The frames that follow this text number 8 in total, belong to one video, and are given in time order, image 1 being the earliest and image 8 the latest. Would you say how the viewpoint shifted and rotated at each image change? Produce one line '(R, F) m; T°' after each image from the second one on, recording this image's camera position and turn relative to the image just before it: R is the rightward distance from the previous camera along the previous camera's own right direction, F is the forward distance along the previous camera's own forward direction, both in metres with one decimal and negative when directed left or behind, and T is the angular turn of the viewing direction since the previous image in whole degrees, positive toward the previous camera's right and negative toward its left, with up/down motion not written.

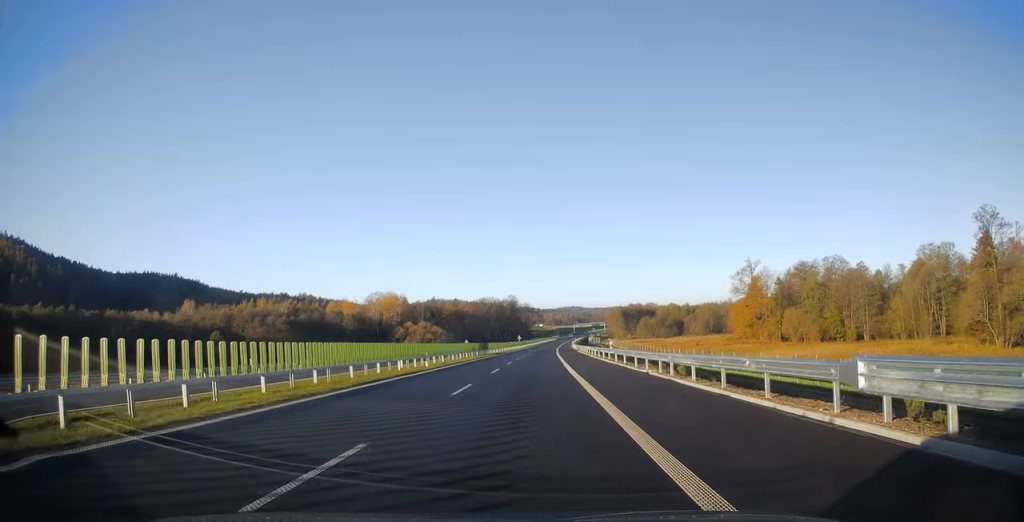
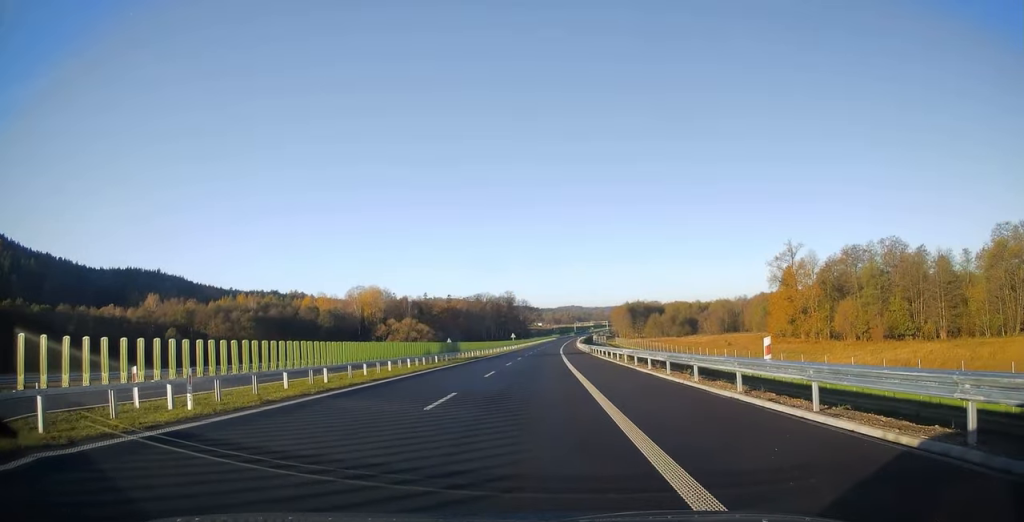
(+0.2, +27.6) m; 0°
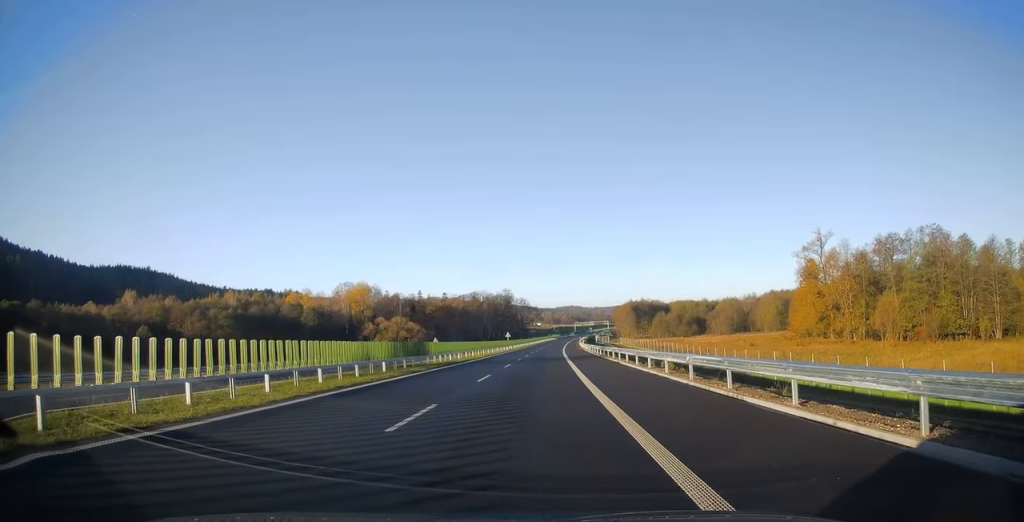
(0.0, +15.1) m; 0°
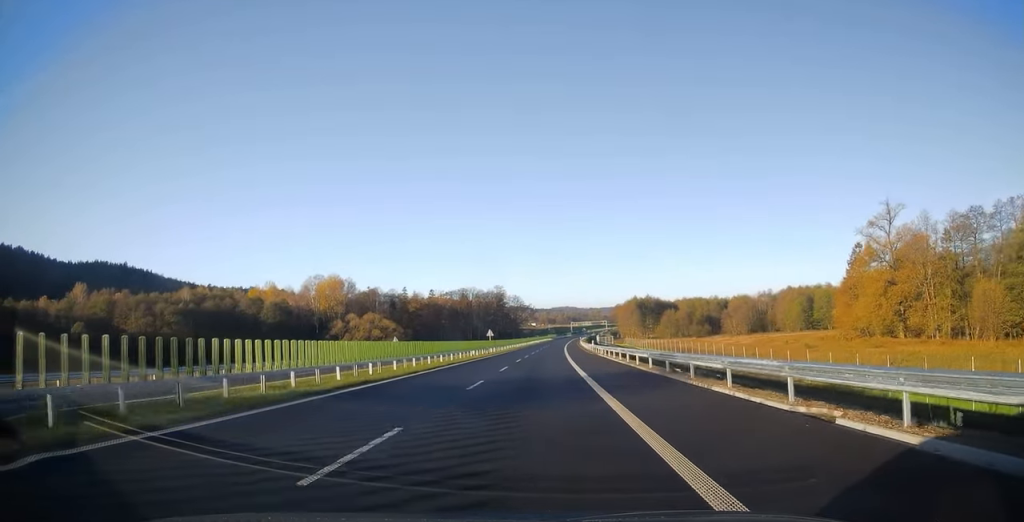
(0.0, +27.6) m; 0°
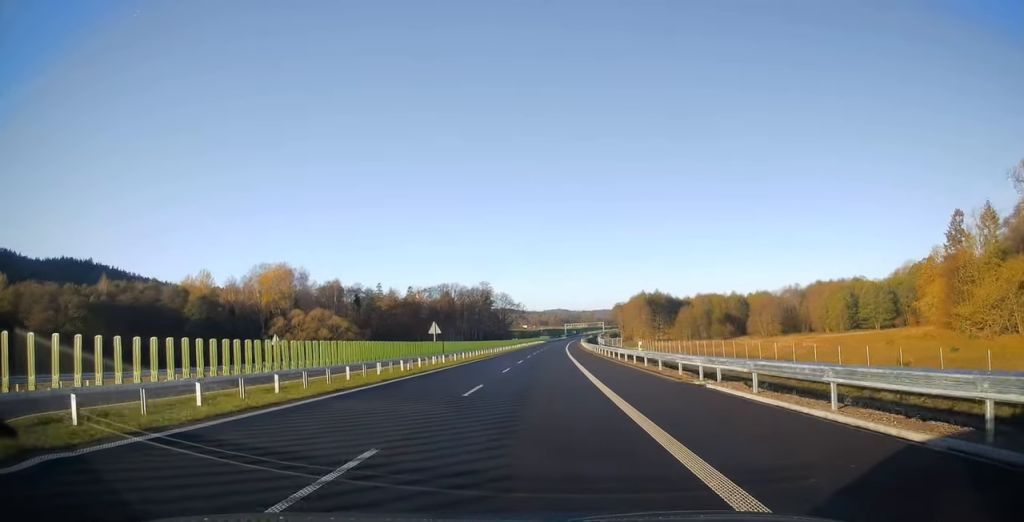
(0.0, +37.9) m; +1°
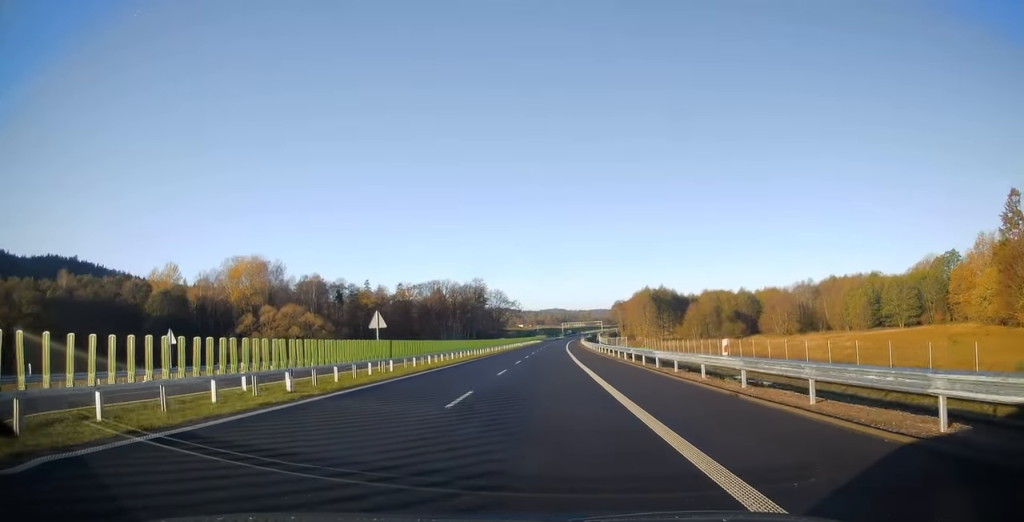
(+0.1, +15.1) m; 0°
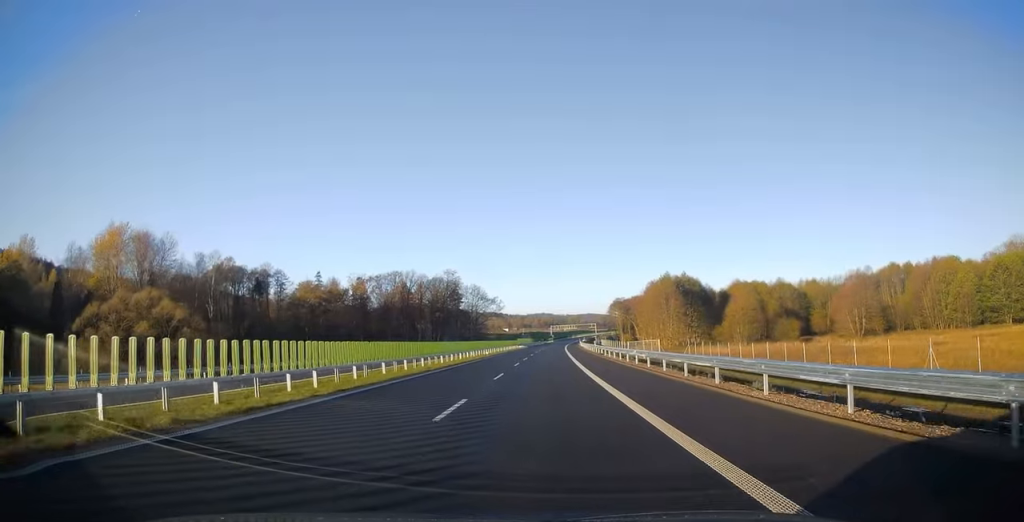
(+0.5, +49.5) m; +1°
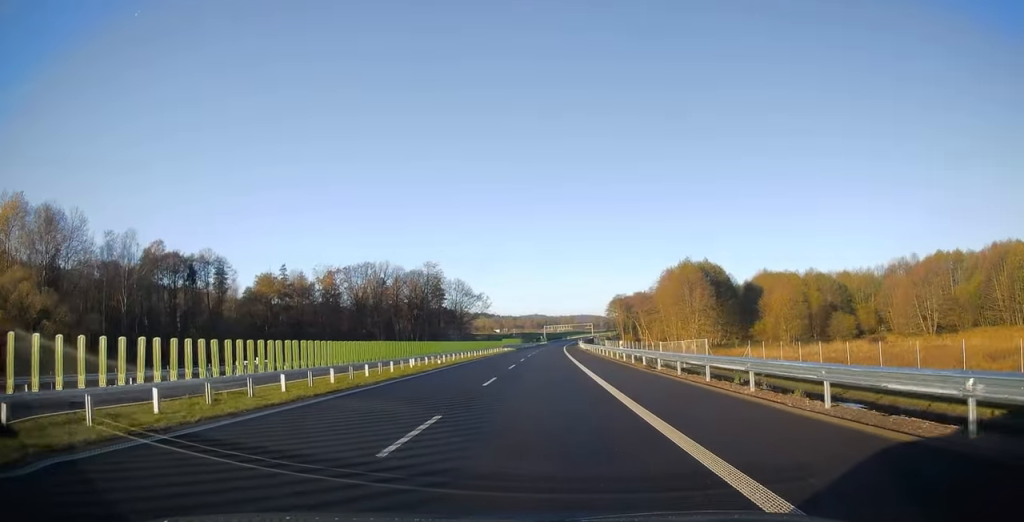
(+0.3, +27.4) m; +1°
